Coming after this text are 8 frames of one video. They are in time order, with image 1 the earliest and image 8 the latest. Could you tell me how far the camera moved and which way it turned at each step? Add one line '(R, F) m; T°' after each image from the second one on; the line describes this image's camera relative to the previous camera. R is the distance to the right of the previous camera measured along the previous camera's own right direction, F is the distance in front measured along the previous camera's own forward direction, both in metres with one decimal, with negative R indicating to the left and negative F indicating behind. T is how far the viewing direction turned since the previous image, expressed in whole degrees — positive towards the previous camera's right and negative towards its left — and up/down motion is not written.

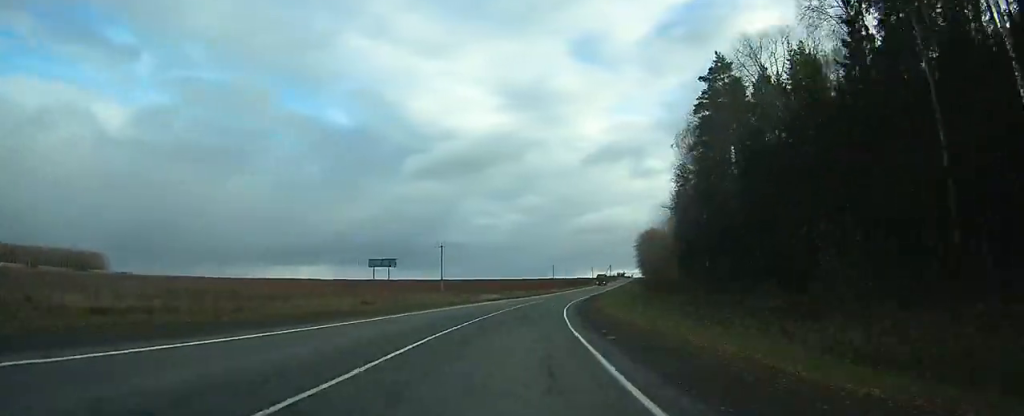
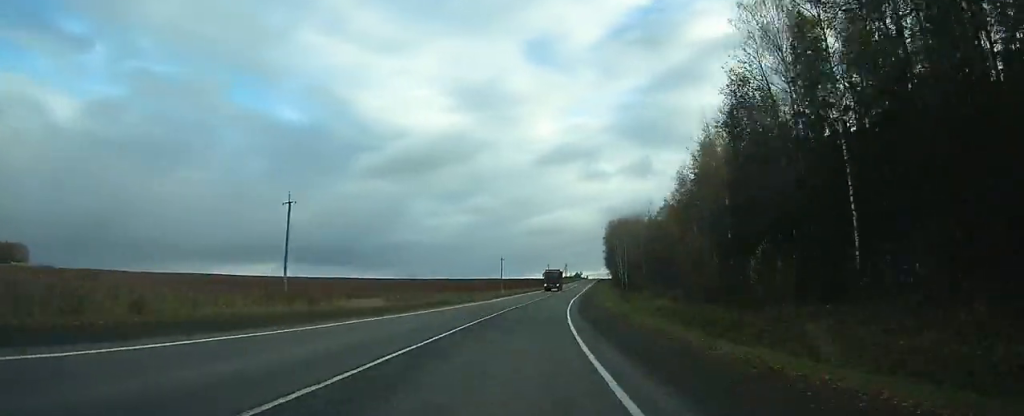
(+1.9, +45.7) m; +5°
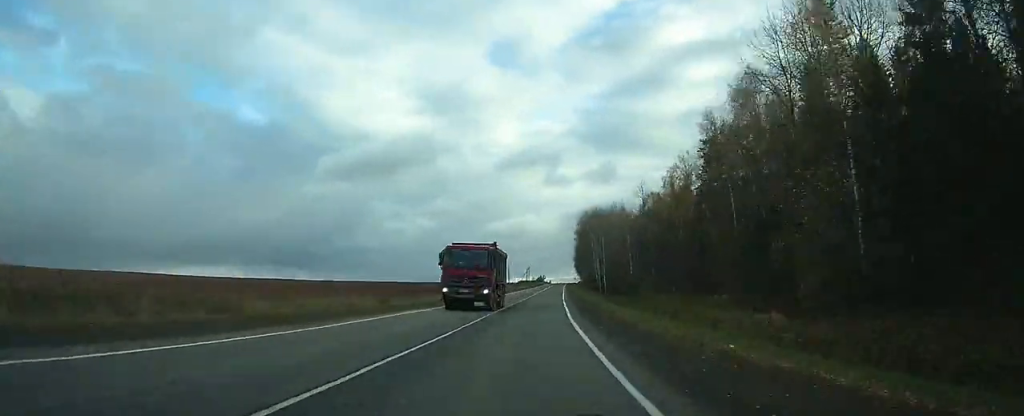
(+0.9, +34.9) m; +3°
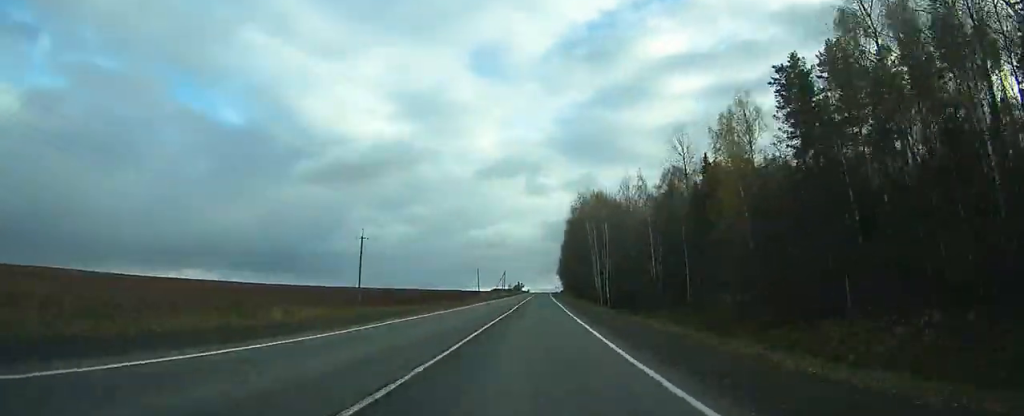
(+1.3, +40.6) m; +4°
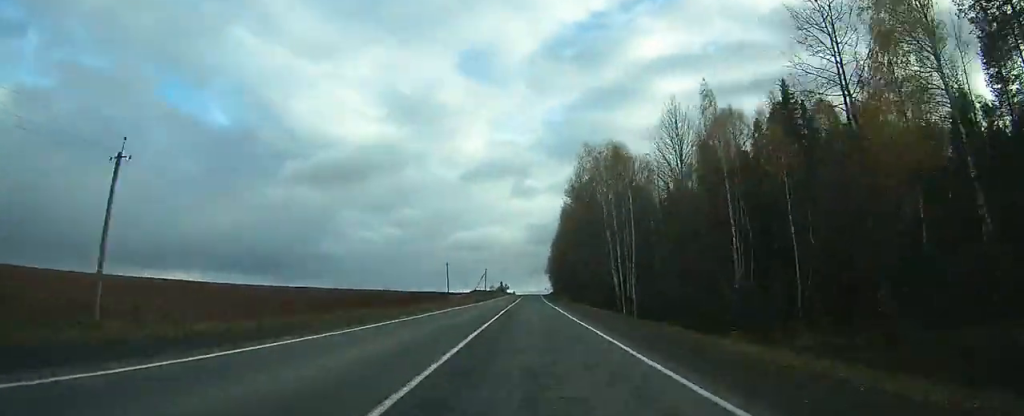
(+1.2, +37.1) m; +2°
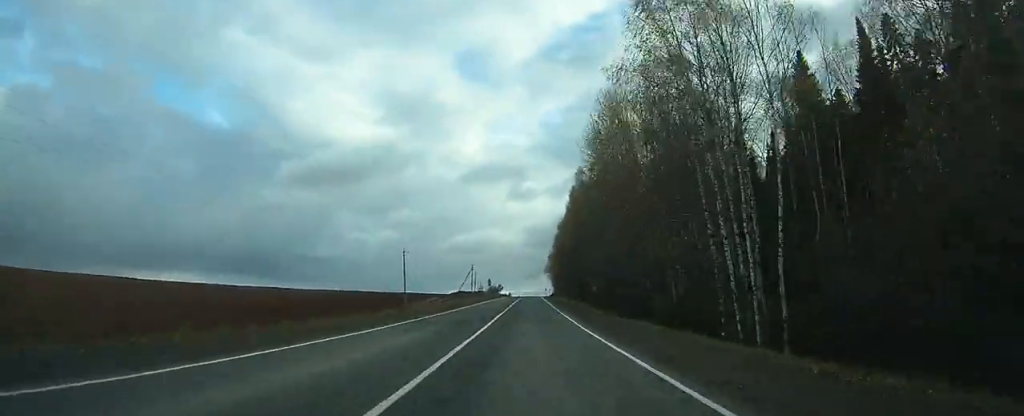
(+0.6, +41.0) m; +1°
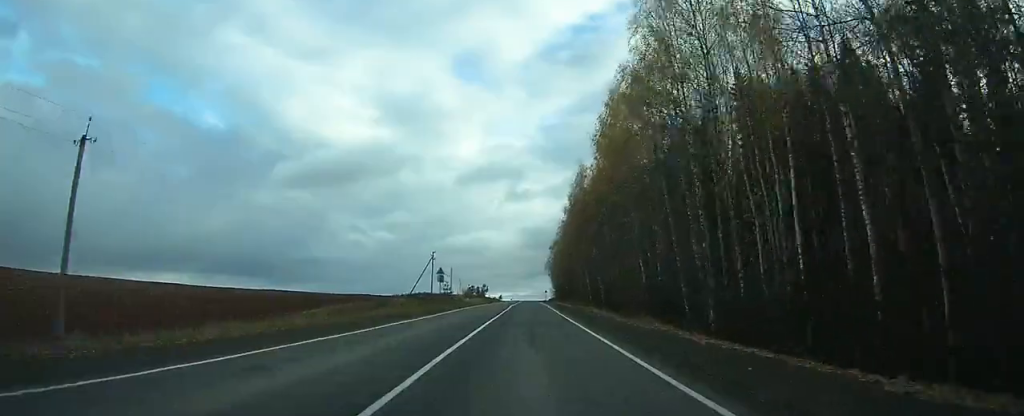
(+0.4, +61.8) m; +1°
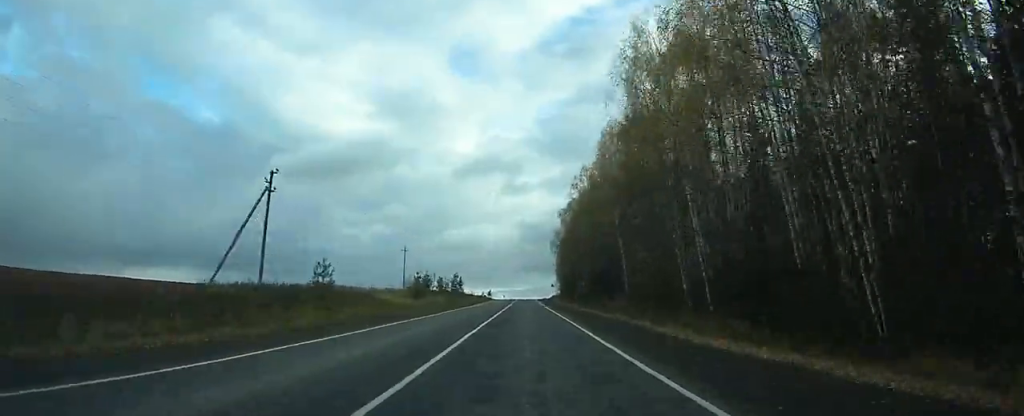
(+0.1, +66.1) m; 0°
